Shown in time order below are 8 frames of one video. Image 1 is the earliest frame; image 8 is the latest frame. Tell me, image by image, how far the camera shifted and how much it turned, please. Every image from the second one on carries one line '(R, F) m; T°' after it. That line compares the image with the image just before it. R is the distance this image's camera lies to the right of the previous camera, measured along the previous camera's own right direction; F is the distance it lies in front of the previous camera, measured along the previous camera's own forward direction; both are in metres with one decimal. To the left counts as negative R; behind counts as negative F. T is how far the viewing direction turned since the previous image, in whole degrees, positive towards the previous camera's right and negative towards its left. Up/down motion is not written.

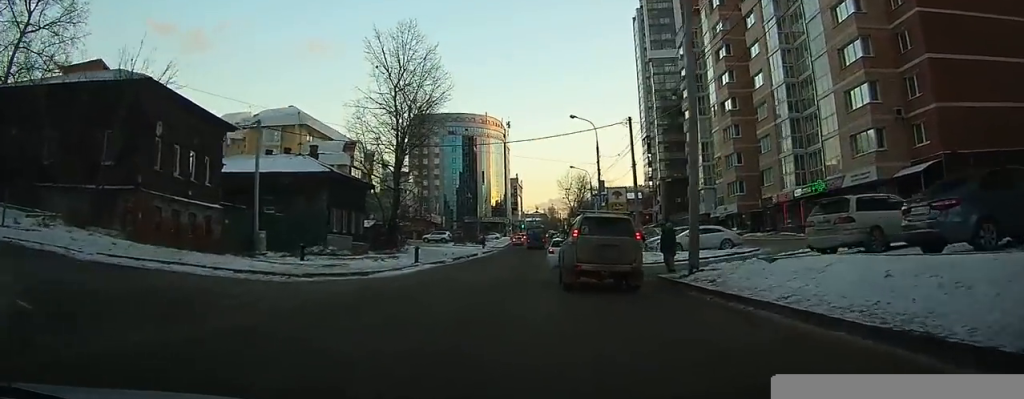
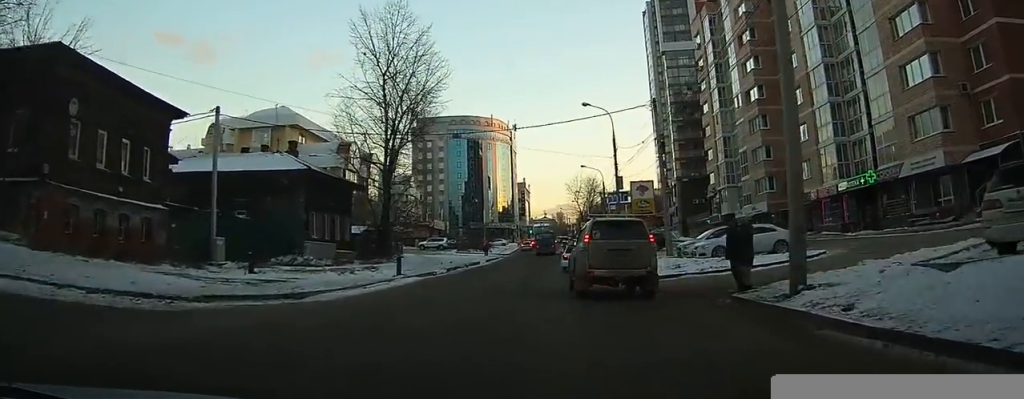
(0.0, +6.6) m; -1°
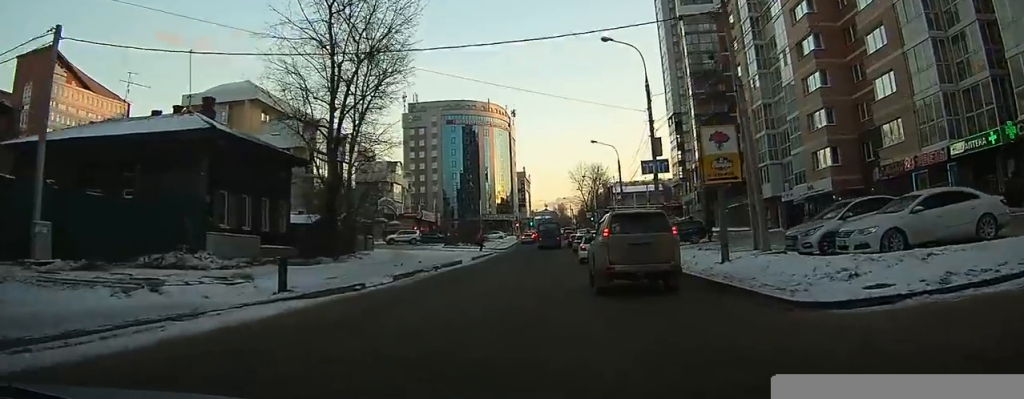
(-0.1, +13.2) m; +1°
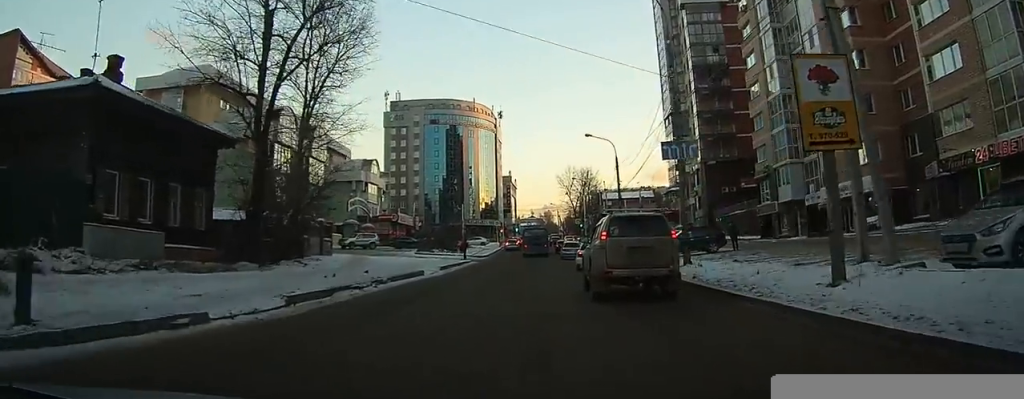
(+0.2, +7.7) m; +2°
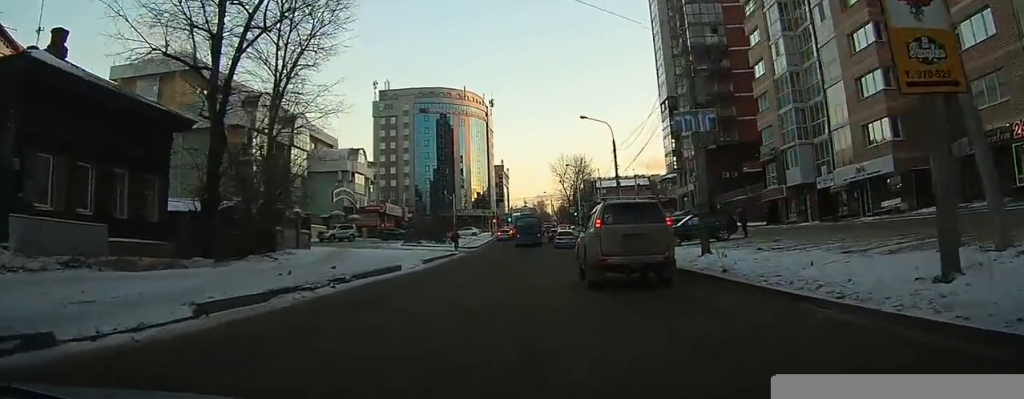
(0.0, +3.4) m; 0°
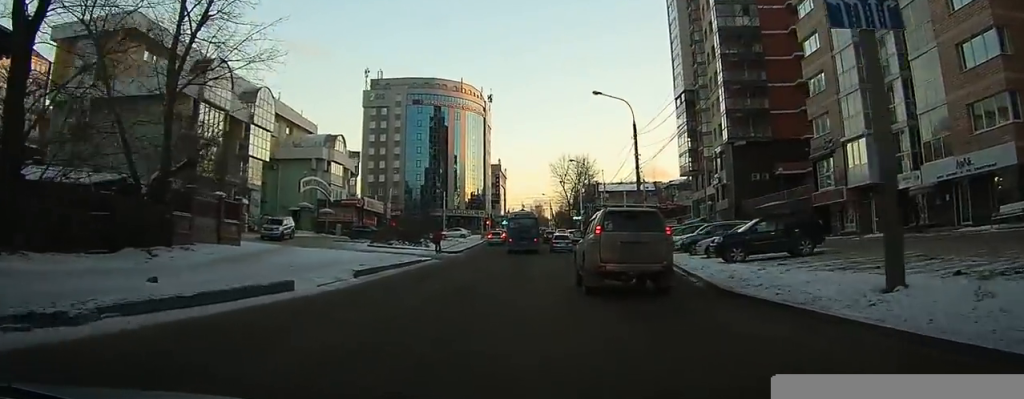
(0.0, +10.7) m; -1°
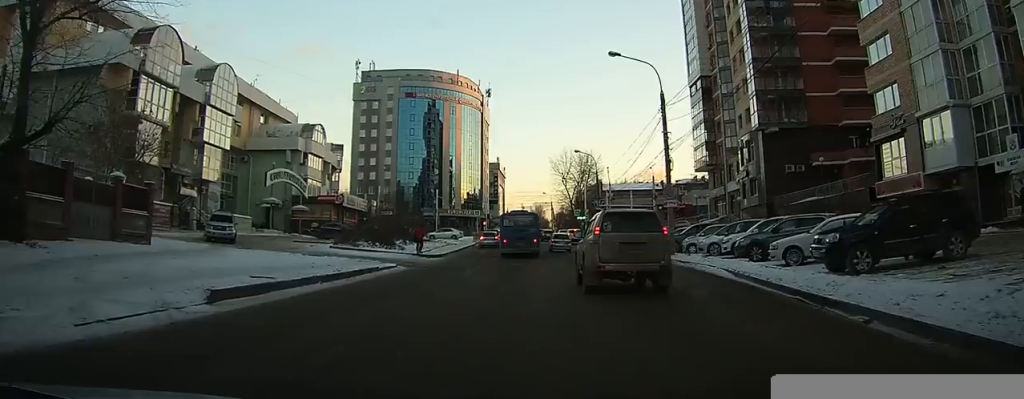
(-0.1, +8.8) m; 0°
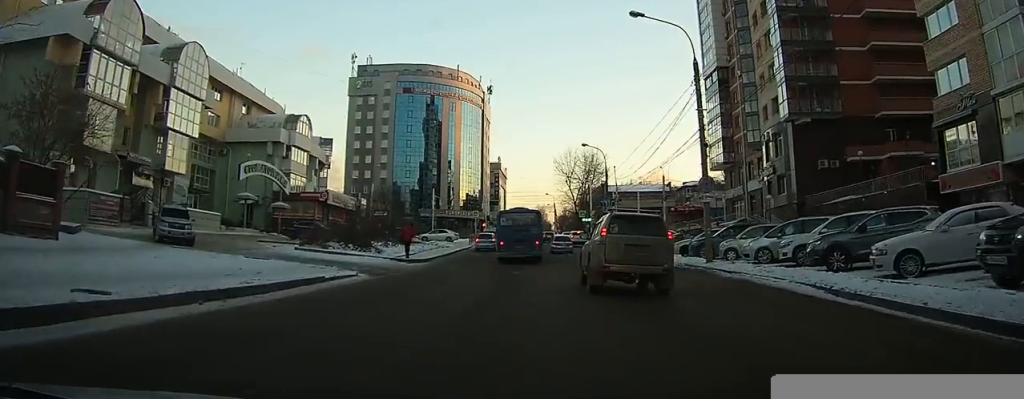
(0.0, +6.2) m; -1°
